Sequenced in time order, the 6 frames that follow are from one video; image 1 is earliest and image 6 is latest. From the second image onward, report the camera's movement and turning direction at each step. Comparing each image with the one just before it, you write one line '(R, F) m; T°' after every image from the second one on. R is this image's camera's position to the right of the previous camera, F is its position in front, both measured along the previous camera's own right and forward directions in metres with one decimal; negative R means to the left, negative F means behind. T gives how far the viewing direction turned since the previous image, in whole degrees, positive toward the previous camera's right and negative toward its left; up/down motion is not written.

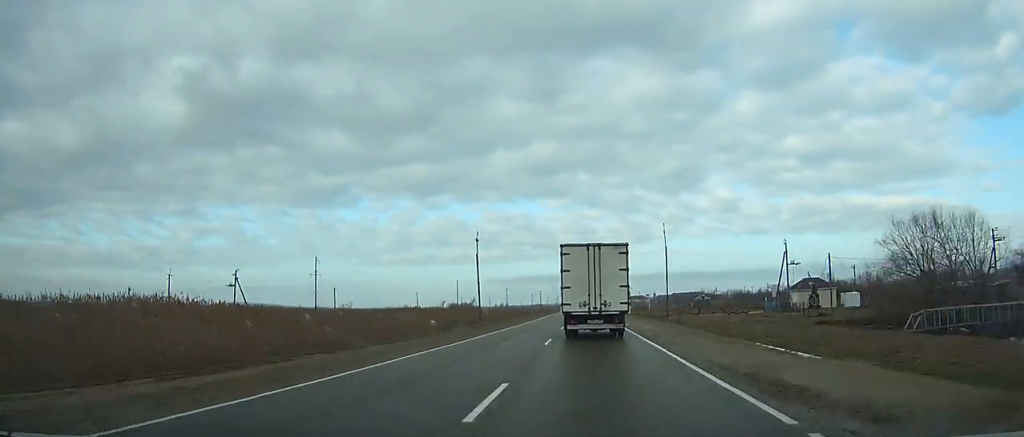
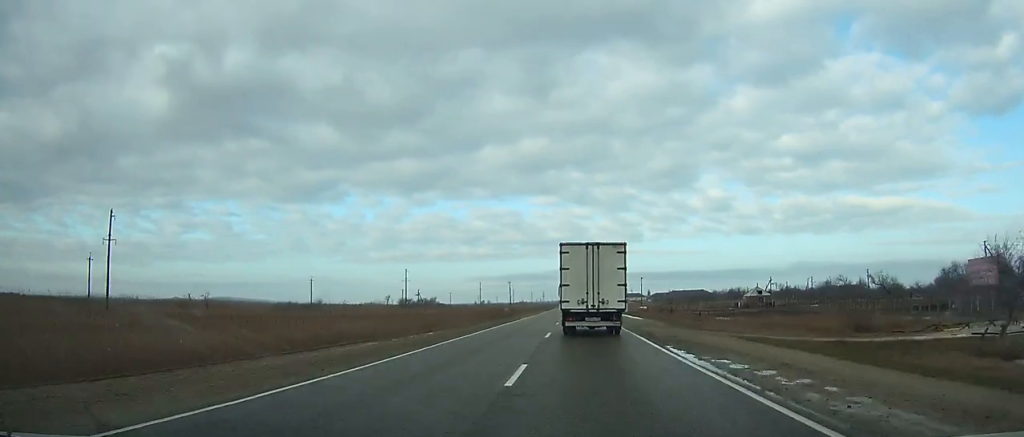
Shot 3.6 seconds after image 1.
(+0.5, +80.2) m; +1°
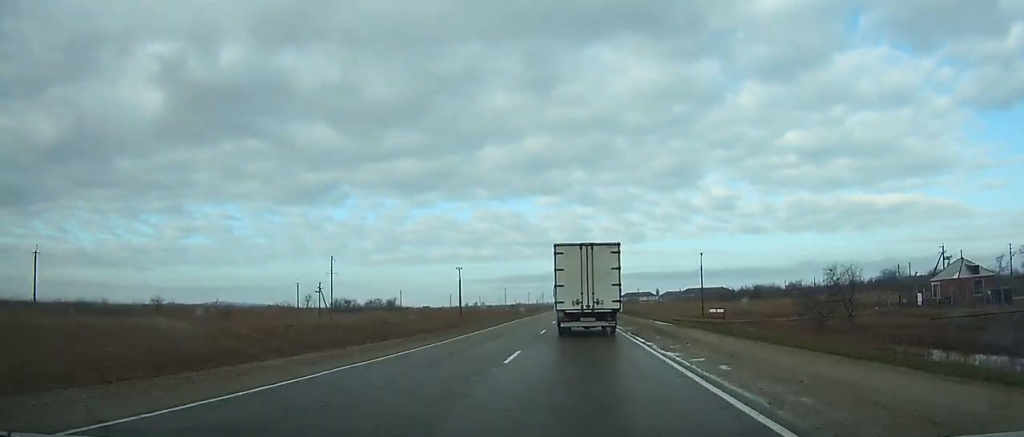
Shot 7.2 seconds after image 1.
(+0.4, +80.8) m; 0°
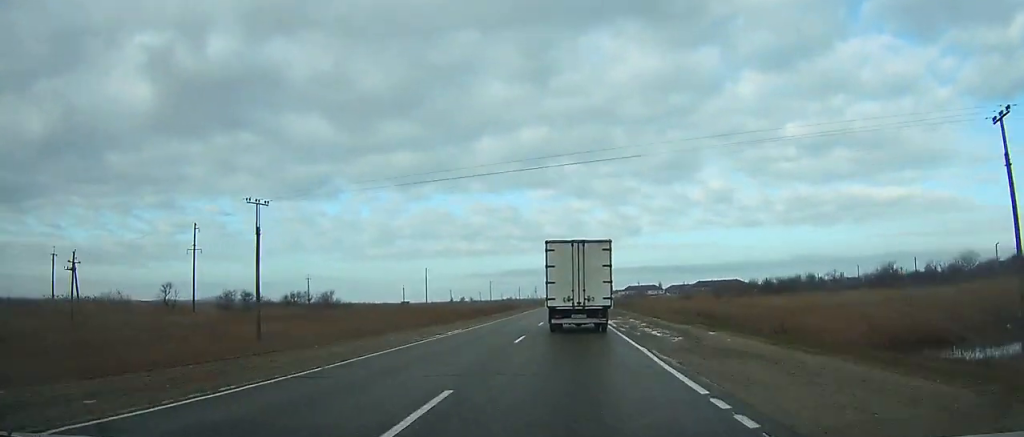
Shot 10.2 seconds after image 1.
(-0.3, +67.4) m; 0°
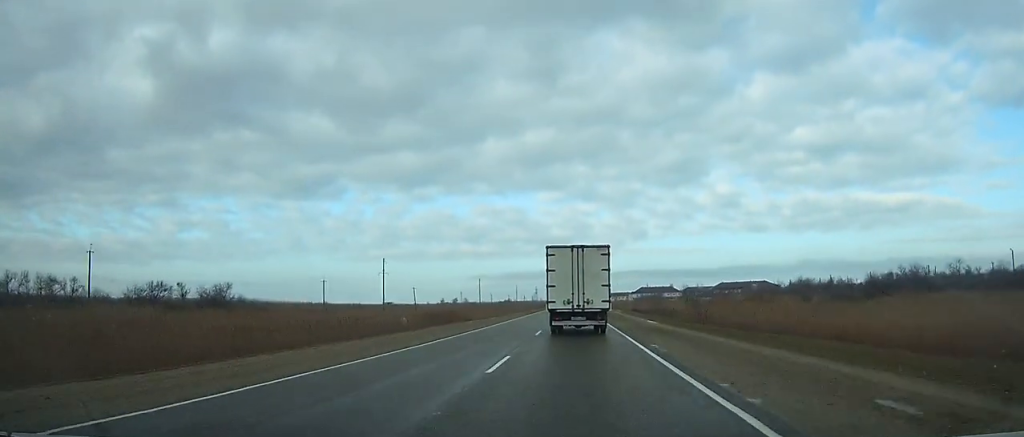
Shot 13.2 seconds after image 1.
(+0.1, +67.5) m; 0°
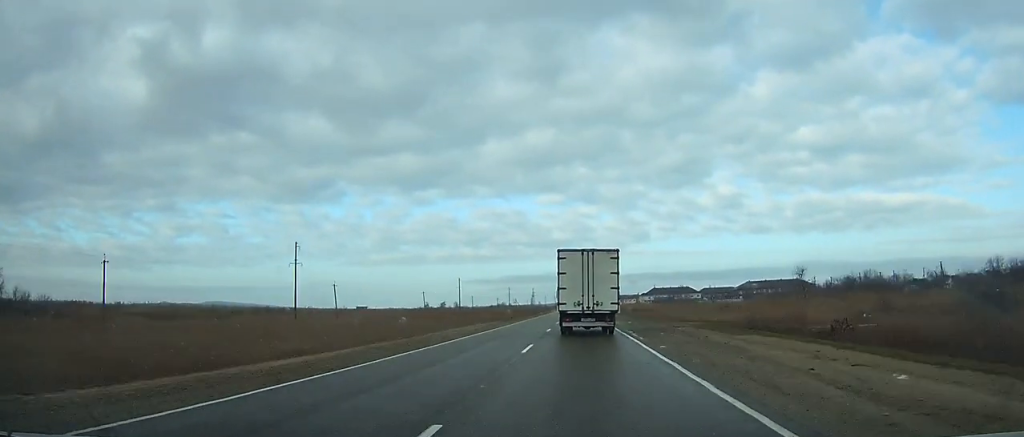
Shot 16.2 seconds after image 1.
(-0.2, +67.6) m; 0°
